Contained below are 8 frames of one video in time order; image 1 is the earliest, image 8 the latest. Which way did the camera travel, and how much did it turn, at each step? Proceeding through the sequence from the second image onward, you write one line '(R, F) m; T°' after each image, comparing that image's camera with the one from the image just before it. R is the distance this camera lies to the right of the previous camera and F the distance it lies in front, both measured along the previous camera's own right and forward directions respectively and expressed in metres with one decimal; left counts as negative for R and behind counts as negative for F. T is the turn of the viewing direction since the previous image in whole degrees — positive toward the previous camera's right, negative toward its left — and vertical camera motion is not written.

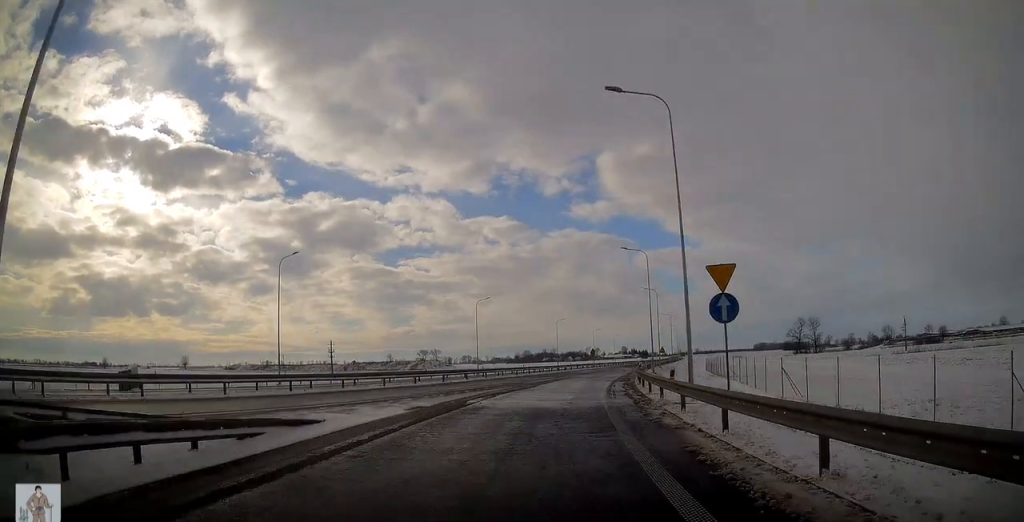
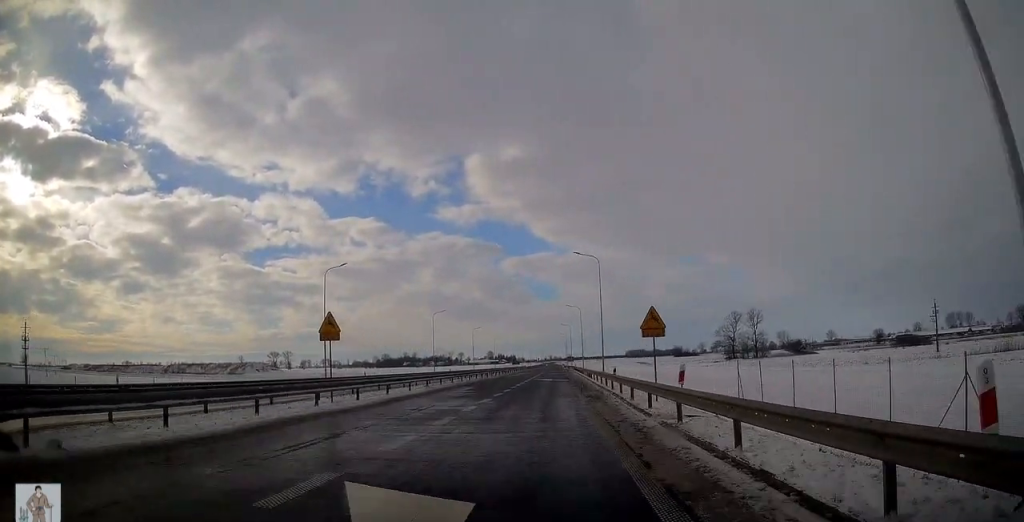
(+9.9, +76.1) m; +11°
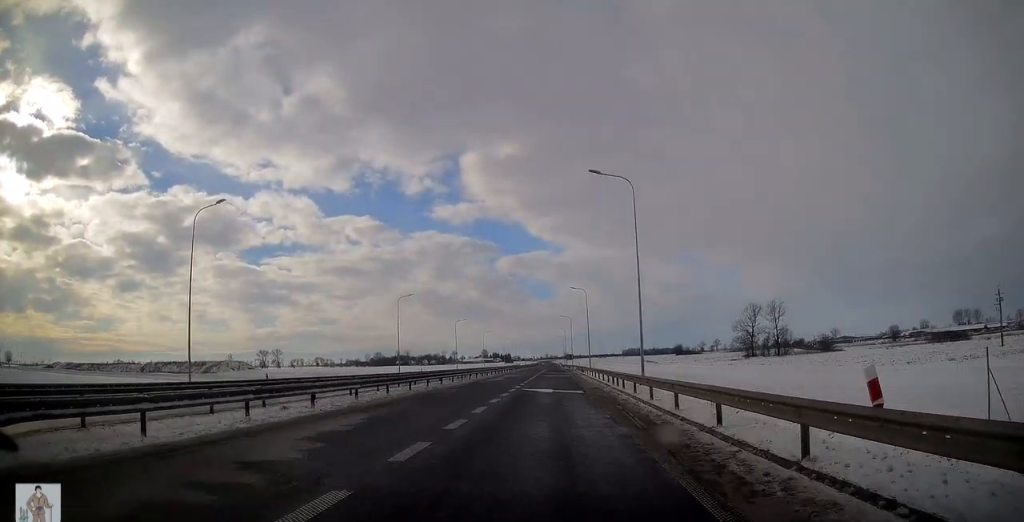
(+0.3, +21.7) m; +1°
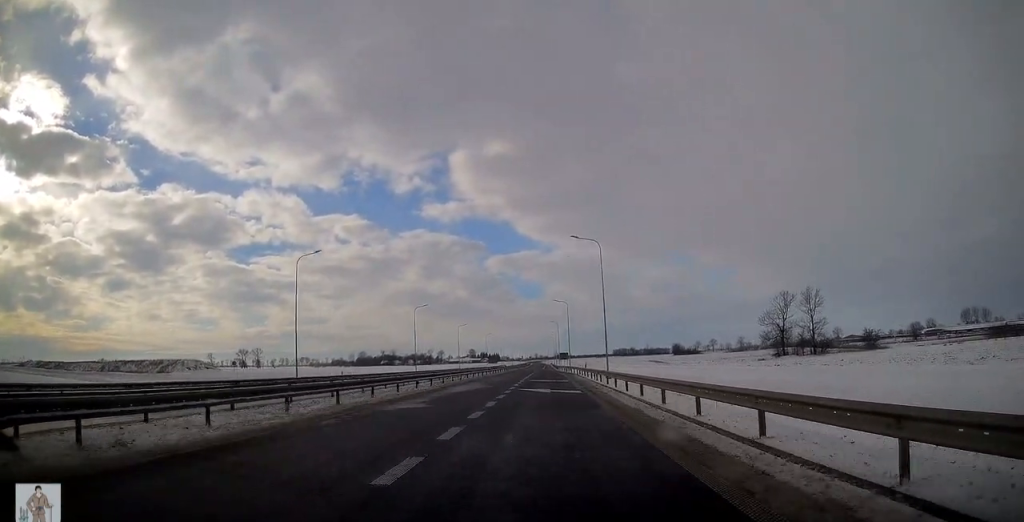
(+0.2, +29.0) m; +1°
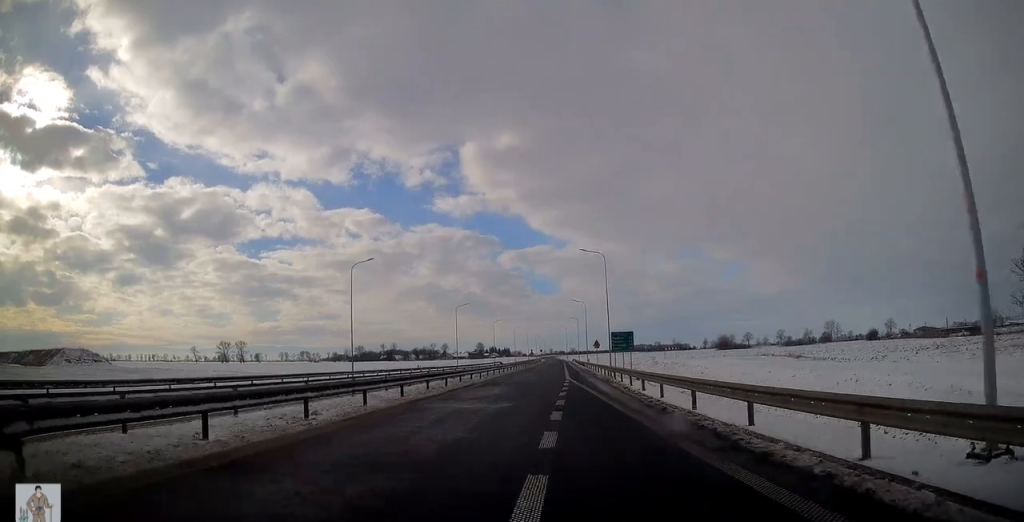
(-0.3, +82.2) m; 0°
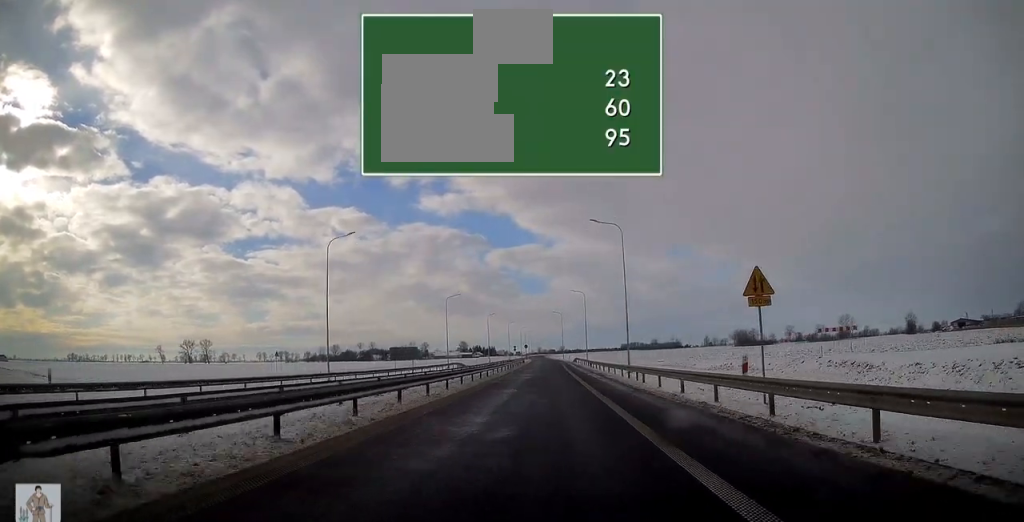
(+0.4, +54.9) m; 0°
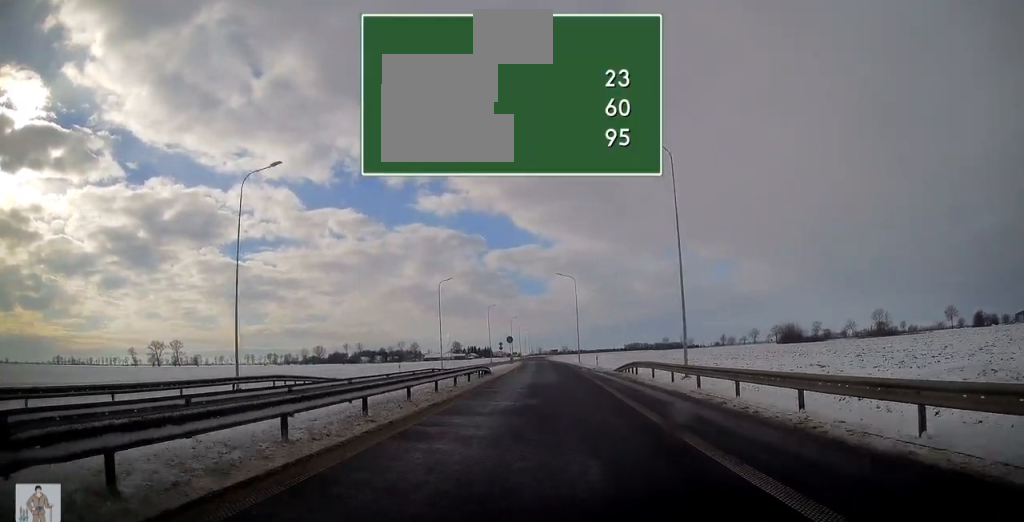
(-0.2, +59.8) m; 0°
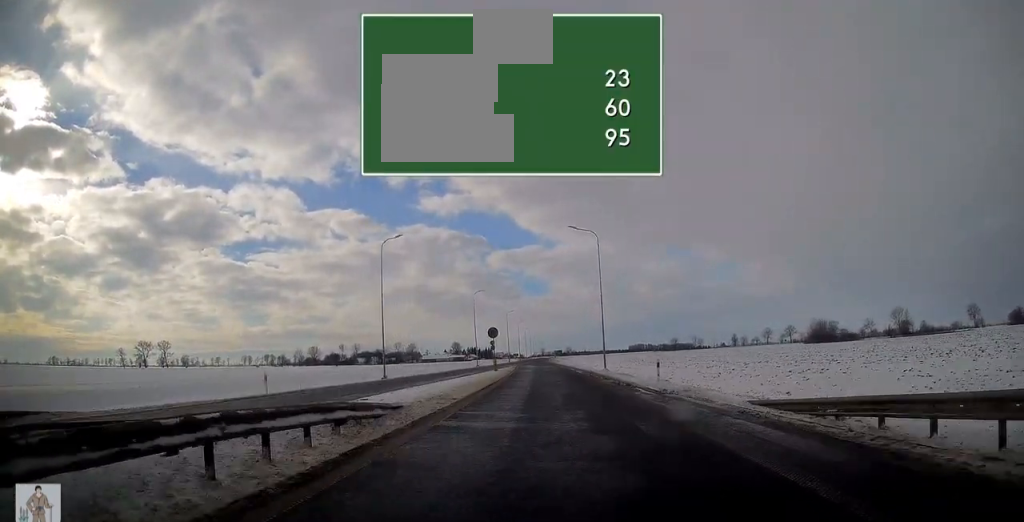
(0.0, +26.5) m; 0°
